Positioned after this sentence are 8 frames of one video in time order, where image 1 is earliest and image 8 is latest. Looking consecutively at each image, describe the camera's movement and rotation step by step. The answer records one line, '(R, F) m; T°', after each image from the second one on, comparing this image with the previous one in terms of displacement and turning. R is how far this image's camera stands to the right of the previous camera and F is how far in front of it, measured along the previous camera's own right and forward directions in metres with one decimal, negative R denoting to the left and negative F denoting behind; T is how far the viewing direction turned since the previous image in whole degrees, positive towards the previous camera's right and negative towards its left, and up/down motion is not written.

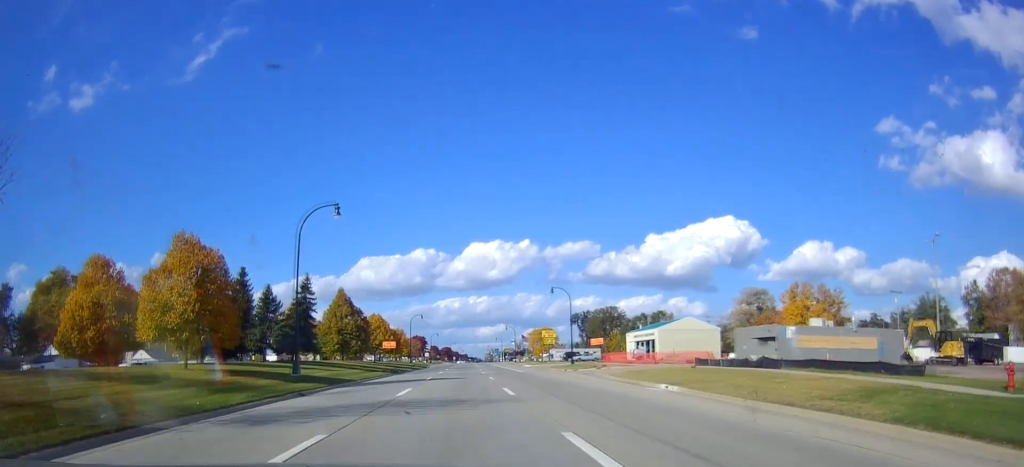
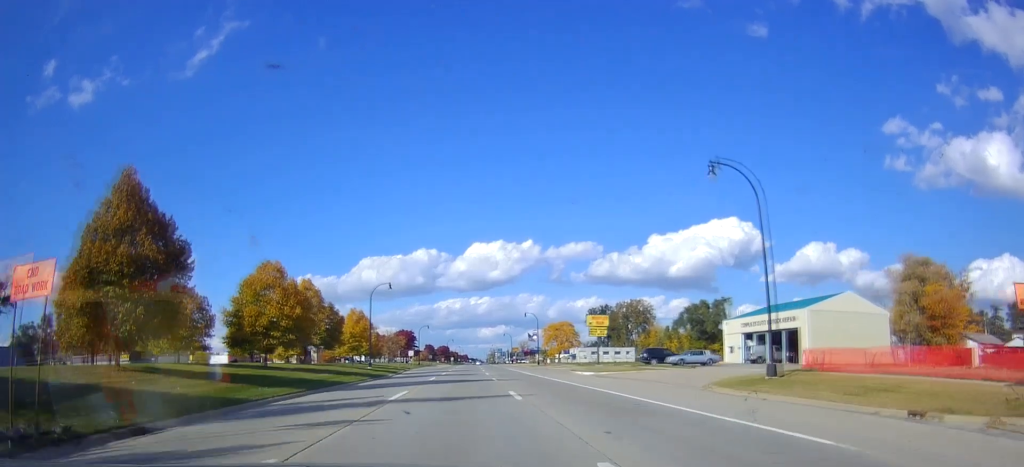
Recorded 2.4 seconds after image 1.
(+0.1, +46.8) m; -1°
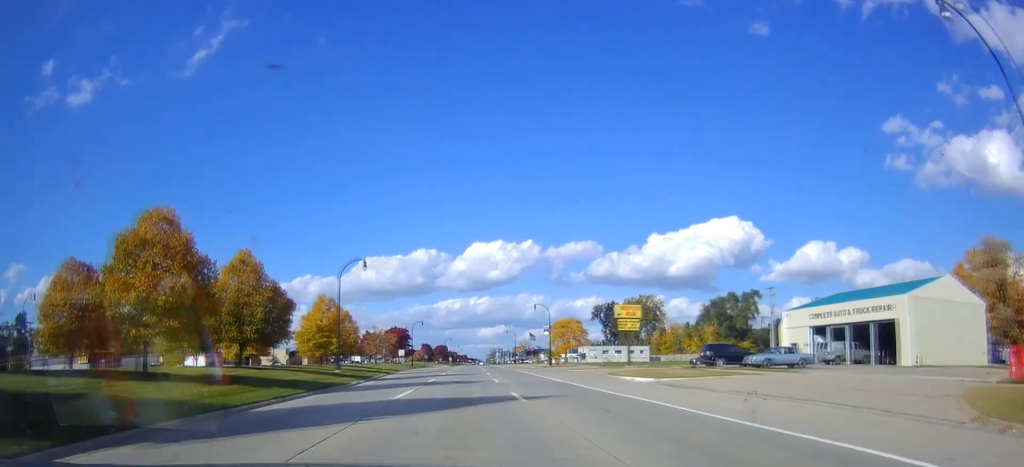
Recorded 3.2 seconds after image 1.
(+0.3, +15.8) m; 0°
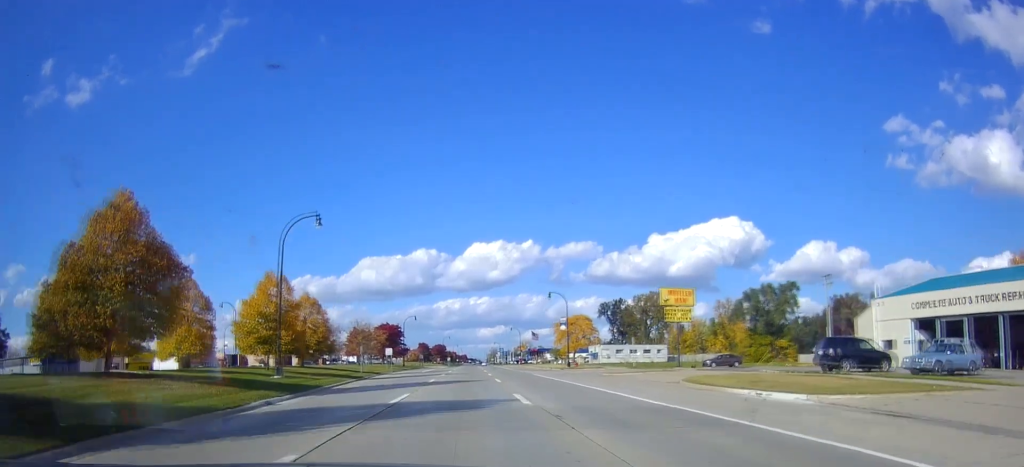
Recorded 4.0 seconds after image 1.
(-0.2, +15.9) m; +1°
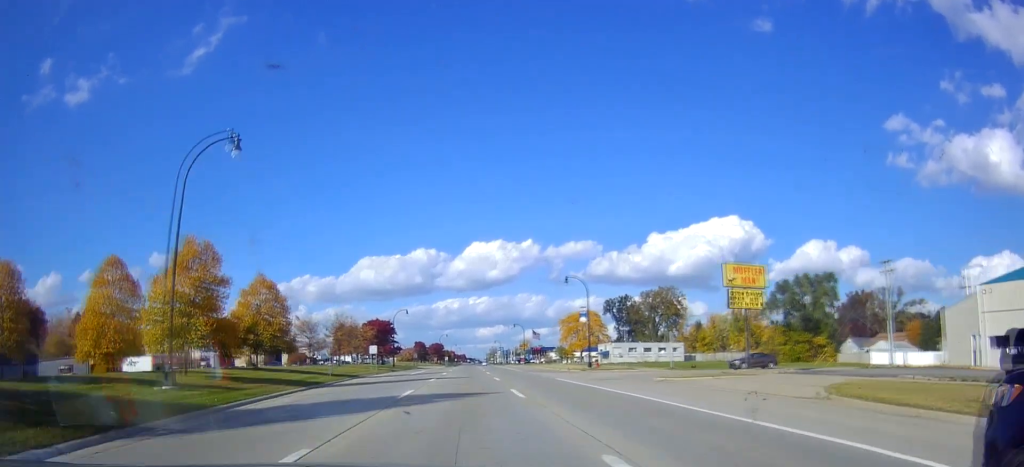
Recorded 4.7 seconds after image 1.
(0.0, +13.3) m; 0°
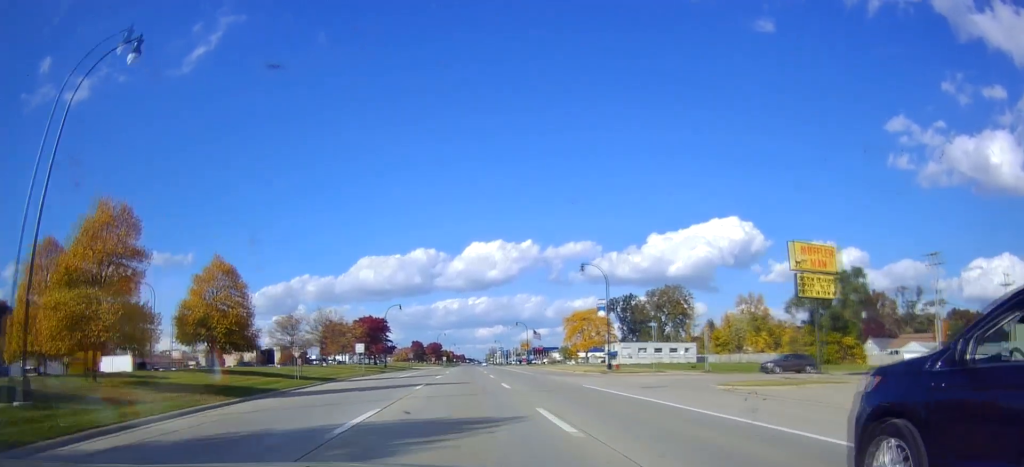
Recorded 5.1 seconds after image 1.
(+0.3, +8.6) m; 0°
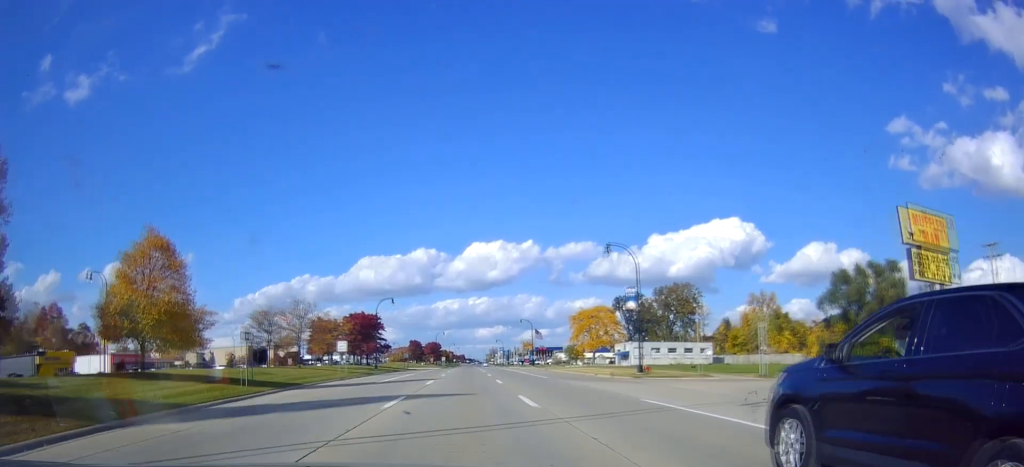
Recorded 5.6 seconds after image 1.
(+0.1, +9.3) m; 0°
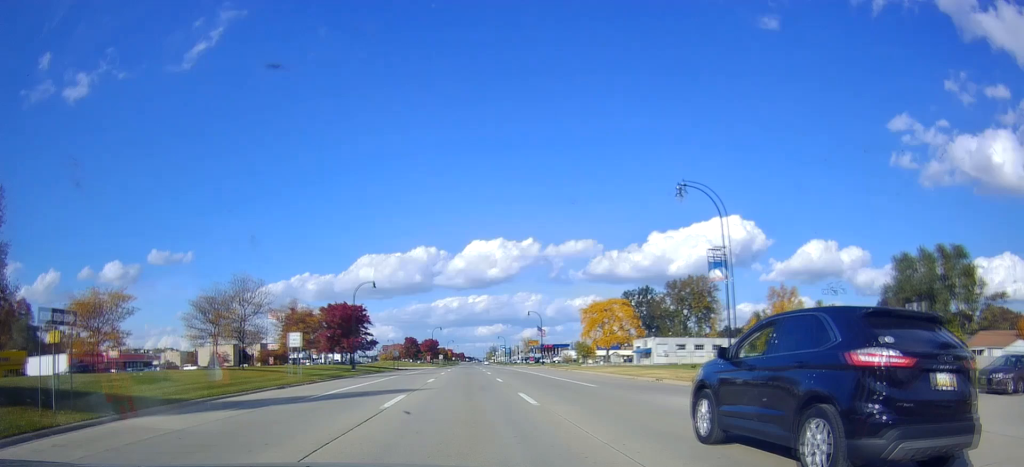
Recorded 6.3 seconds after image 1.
(-0.6, +15.4) m; -1°
